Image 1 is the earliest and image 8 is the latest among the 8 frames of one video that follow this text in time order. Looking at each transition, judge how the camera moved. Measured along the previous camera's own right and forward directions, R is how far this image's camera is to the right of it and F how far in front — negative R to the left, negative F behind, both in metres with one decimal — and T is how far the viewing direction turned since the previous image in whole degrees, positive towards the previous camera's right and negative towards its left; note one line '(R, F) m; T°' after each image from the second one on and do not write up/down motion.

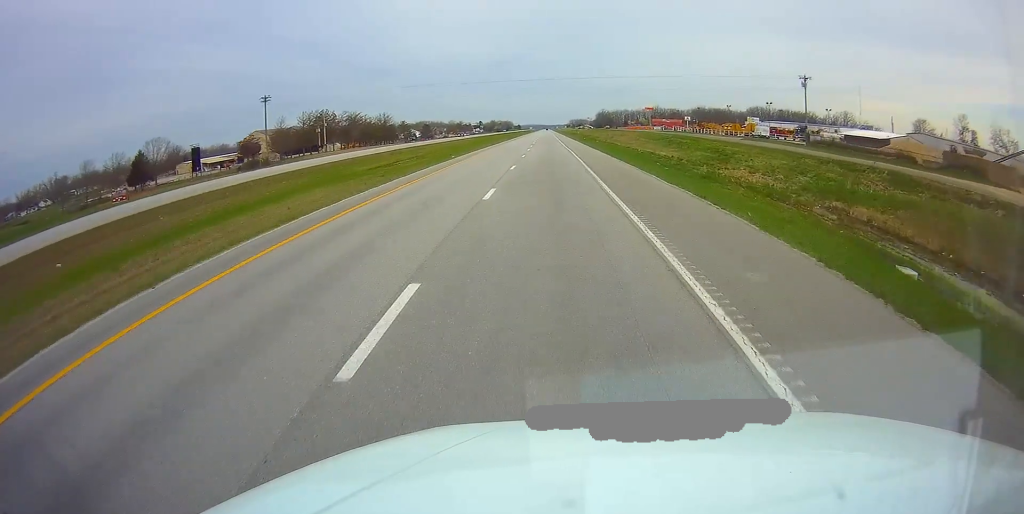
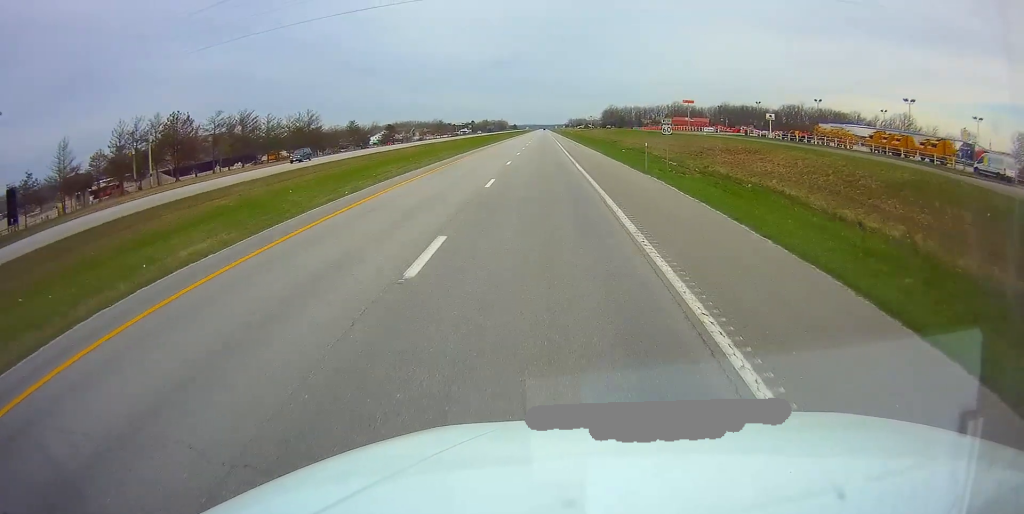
(+0.1, +70.7) m; 0°
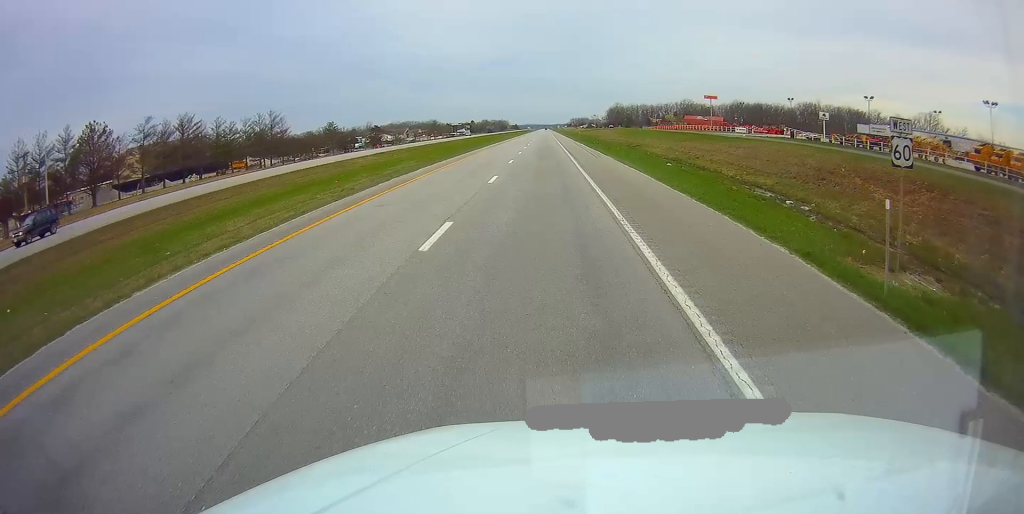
(-0.1, +22.9) m; 0°
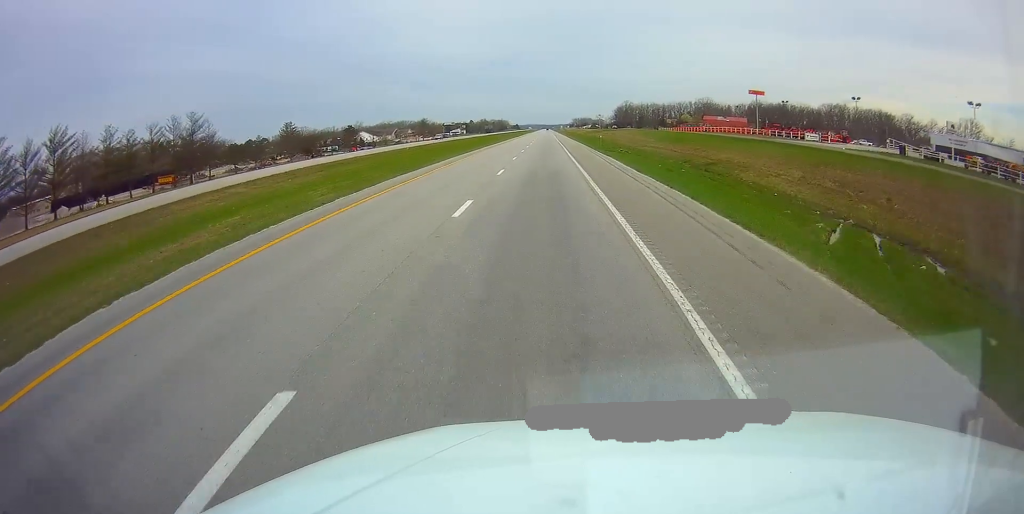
(0.0, +33.3) m; 0°
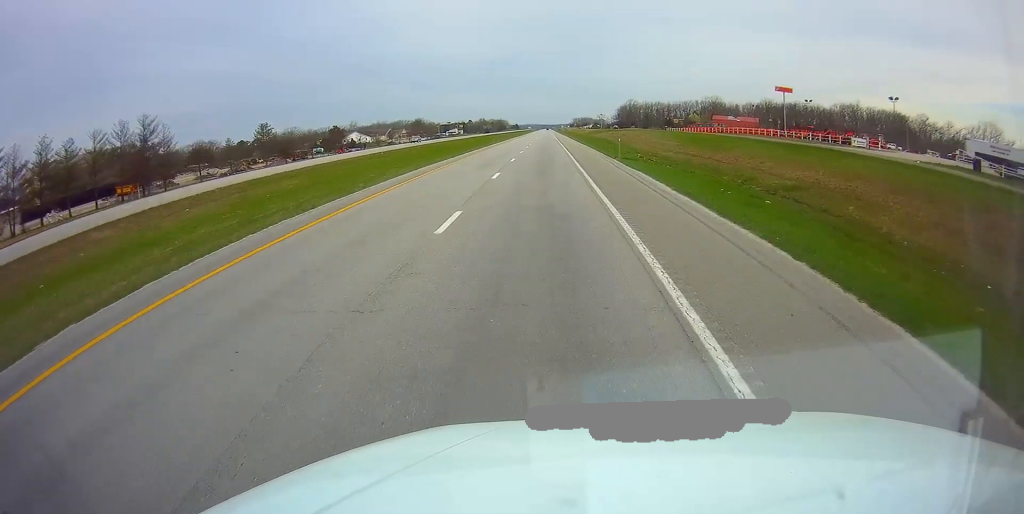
(+0.1, +14.6) m; 0°
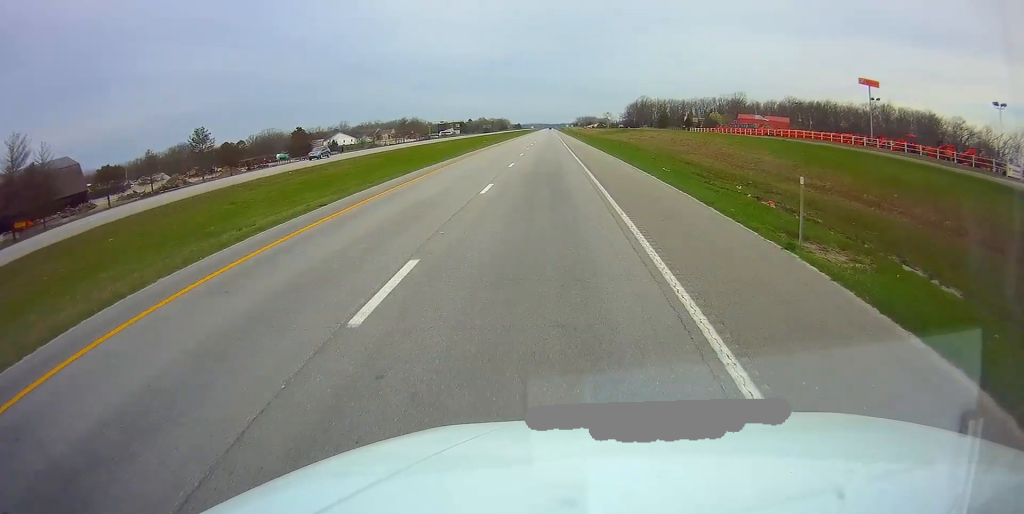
(-0.1, +30.3) m; 0°
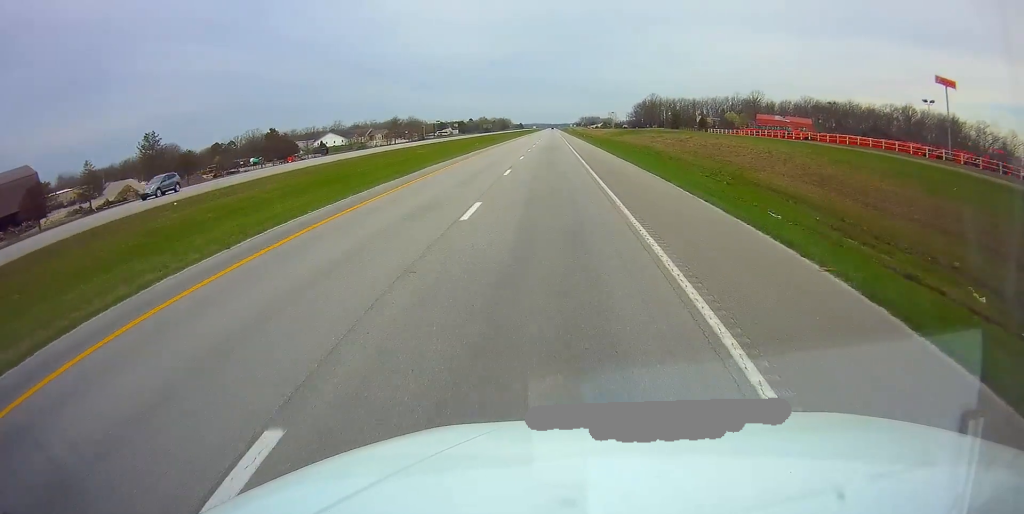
(+0.1, +17.7) m; 0°
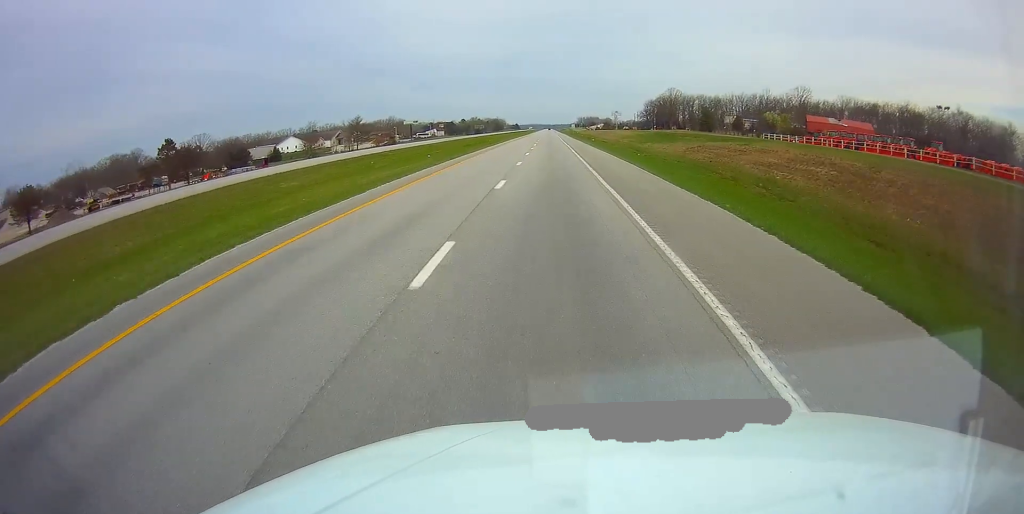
(-0.2, +42.7) m; 0°
